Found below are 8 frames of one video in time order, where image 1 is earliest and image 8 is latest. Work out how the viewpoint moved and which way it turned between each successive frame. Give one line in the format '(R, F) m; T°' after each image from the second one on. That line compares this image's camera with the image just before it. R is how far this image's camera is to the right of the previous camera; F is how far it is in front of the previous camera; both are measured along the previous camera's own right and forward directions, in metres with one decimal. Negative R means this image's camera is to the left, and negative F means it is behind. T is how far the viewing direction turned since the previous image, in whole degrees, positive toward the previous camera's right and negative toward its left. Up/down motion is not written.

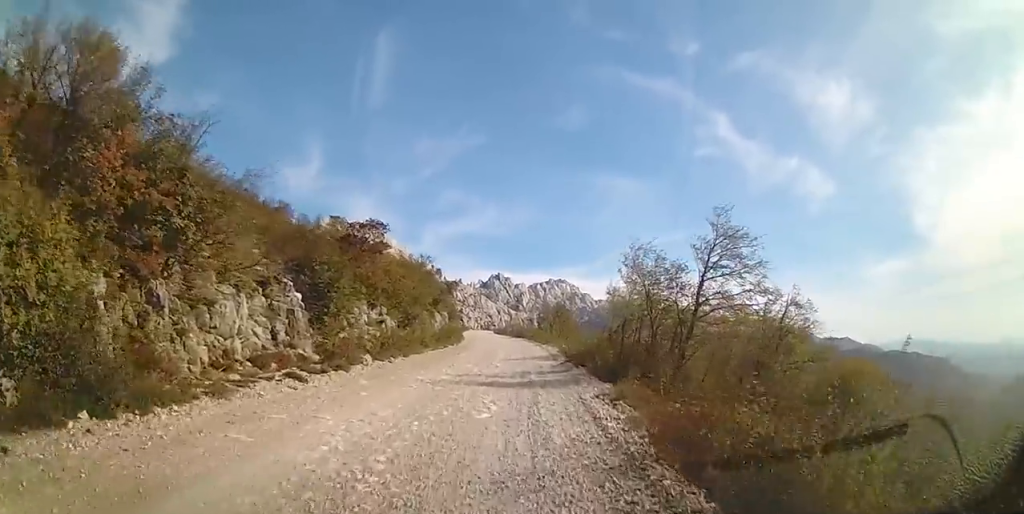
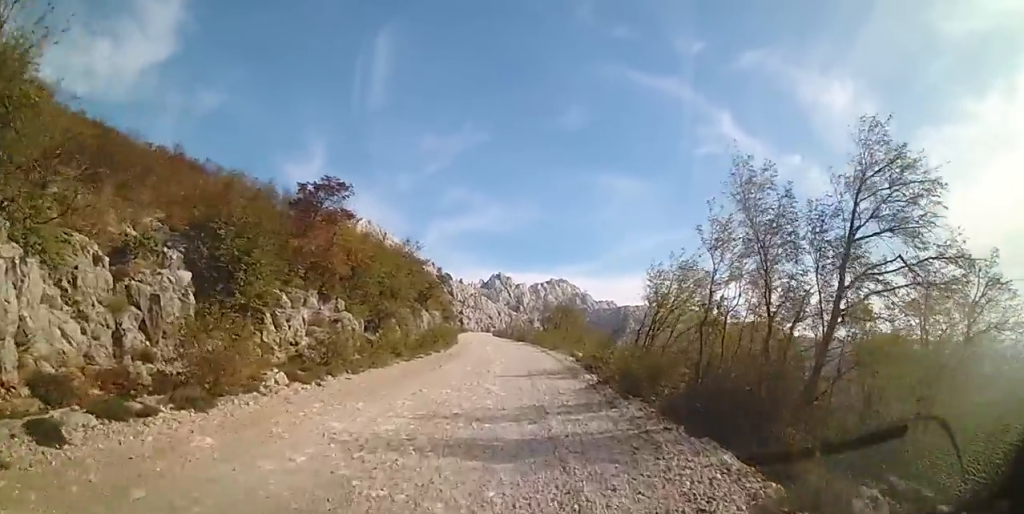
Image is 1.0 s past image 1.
(0.0, +6.3) m; -1°
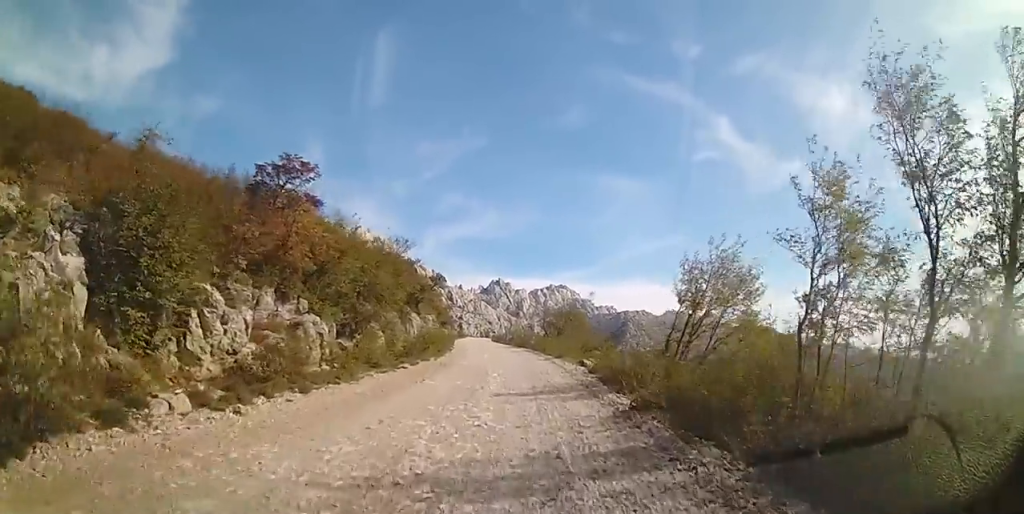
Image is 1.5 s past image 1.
(-0.1, +3.3) m; 0°
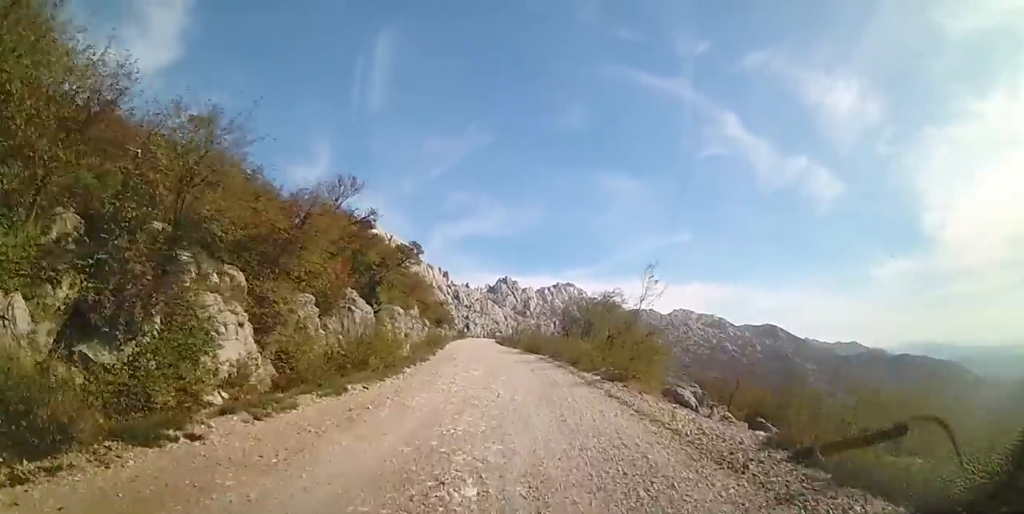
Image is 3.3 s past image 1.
(+0.1, +12.3) m; +1°
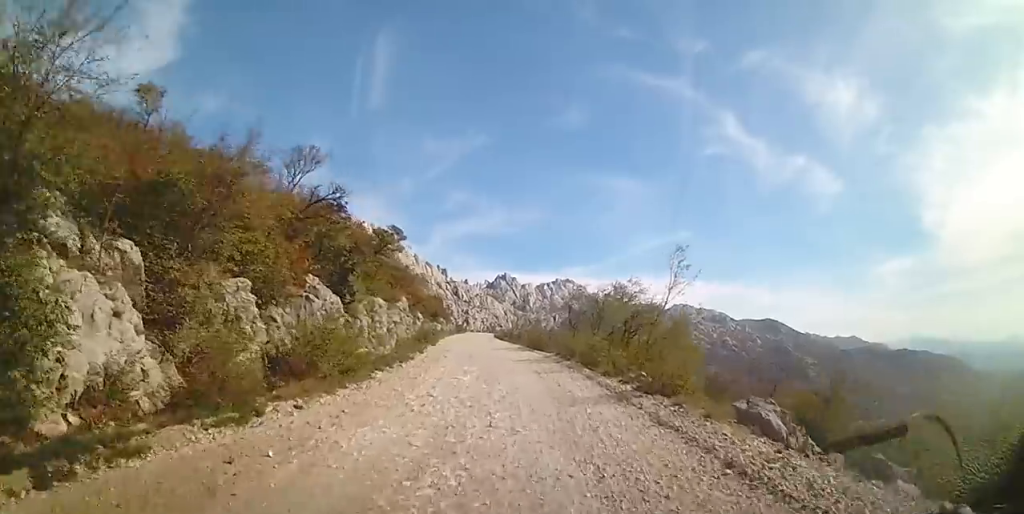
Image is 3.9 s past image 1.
(0.0, +3.8) m; 0°
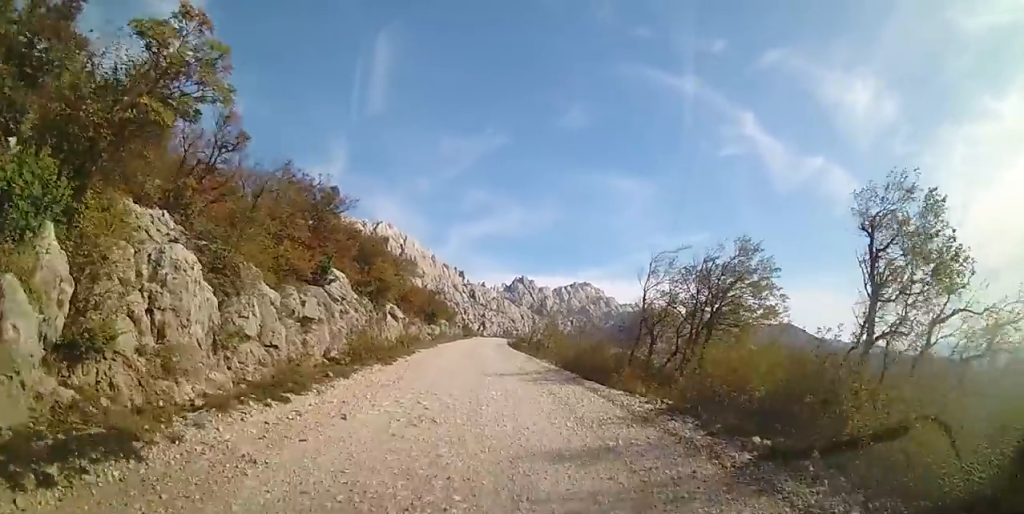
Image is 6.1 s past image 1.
(-1.0, +14.8) m; -4°
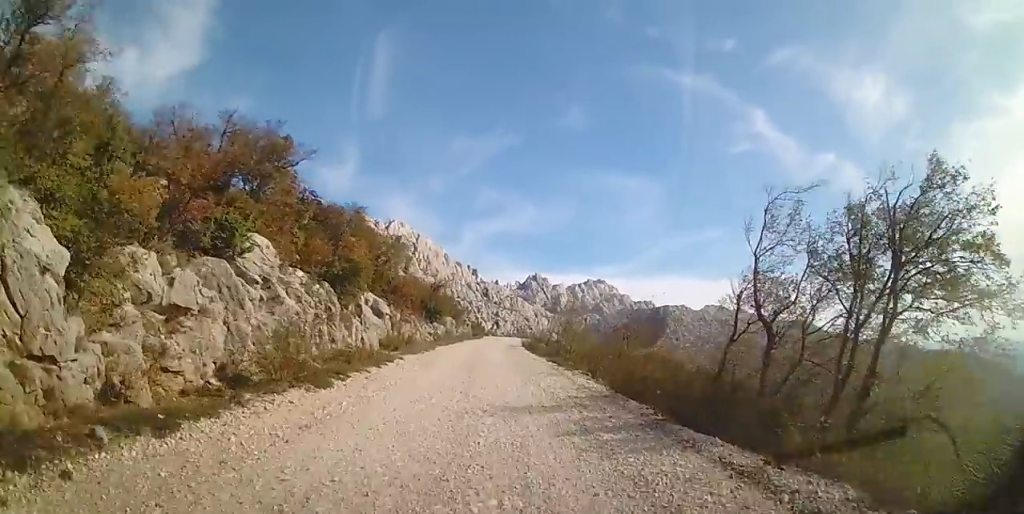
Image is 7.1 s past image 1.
(+0.4, +7.0) m; +2°
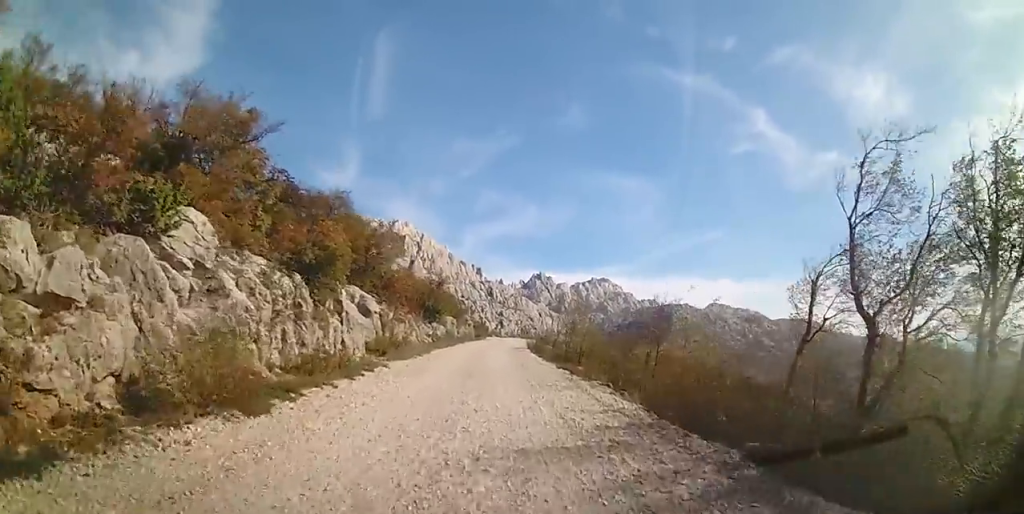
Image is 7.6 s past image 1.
(0.0, +2.9) m; -2°
